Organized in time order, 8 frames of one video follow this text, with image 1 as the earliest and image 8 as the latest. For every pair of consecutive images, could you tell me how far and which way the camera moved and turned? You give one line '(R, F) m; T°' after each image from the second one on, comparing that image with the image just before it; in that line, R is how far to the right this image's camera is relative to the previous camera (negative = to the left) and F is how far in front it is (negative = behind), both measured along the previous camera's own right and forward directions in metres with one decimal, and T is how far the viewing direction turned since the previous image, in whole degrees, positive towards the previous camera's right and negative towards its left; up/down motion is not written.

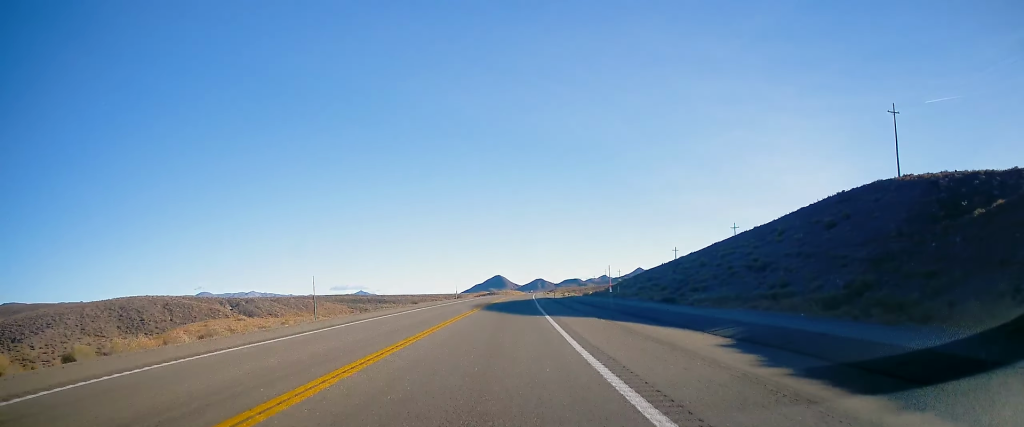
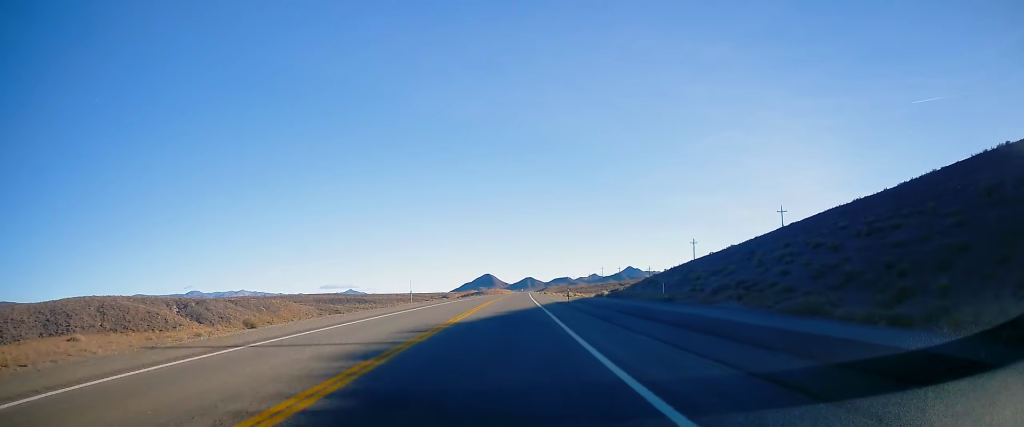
(+0.4, +30.2) m; +1°
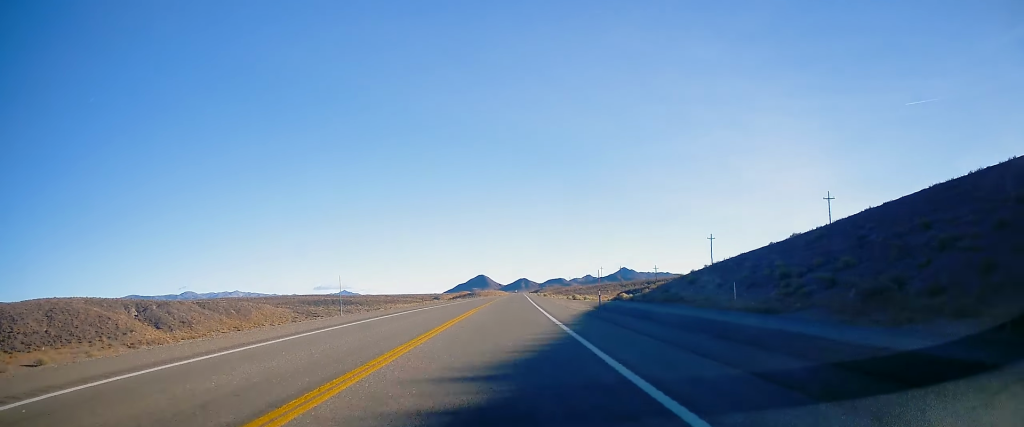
(-0.2, +19.8) m; +1°
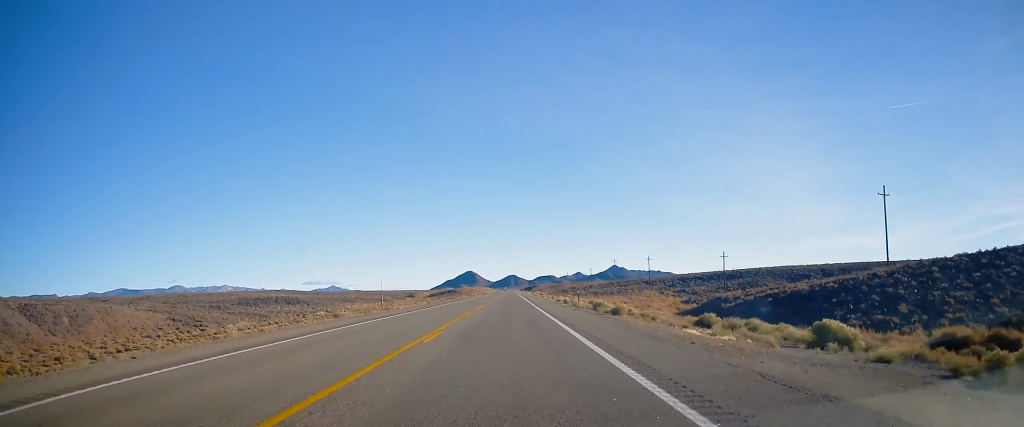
(+1.5, +78.9) m; +2°
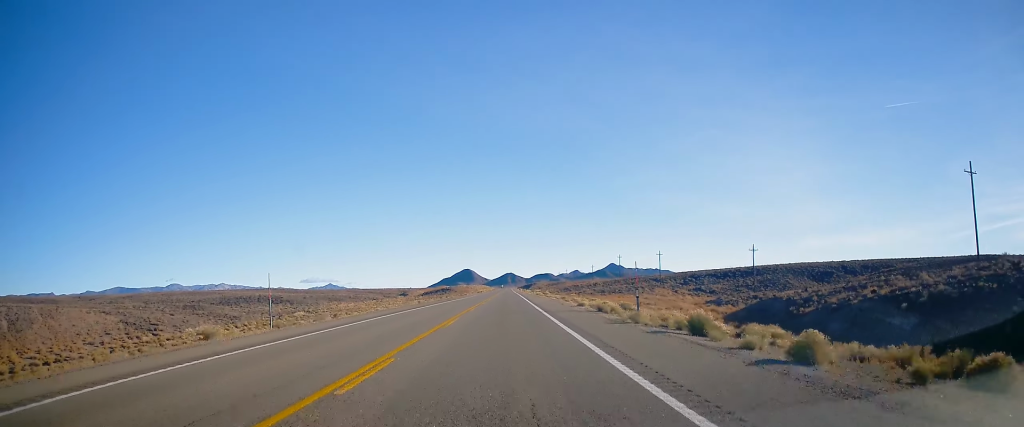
(+0.3, +18.7) m; 0°
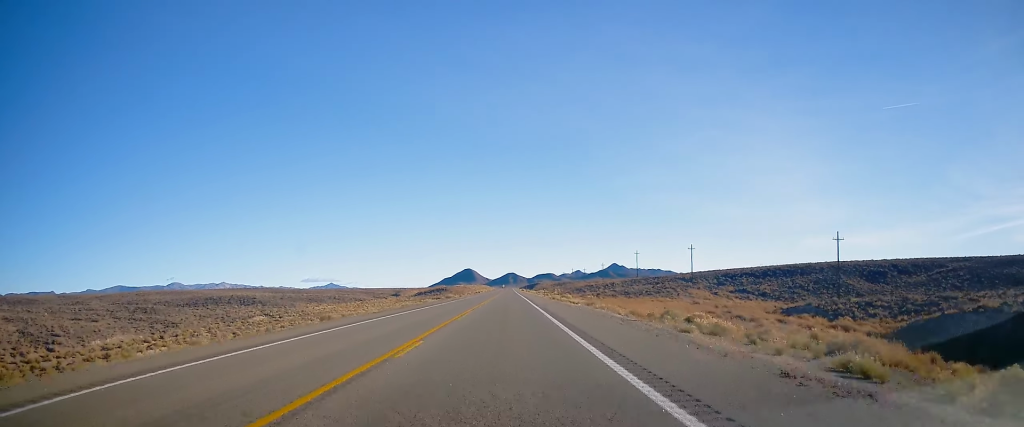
(+0.1, +32.8) m; 0°
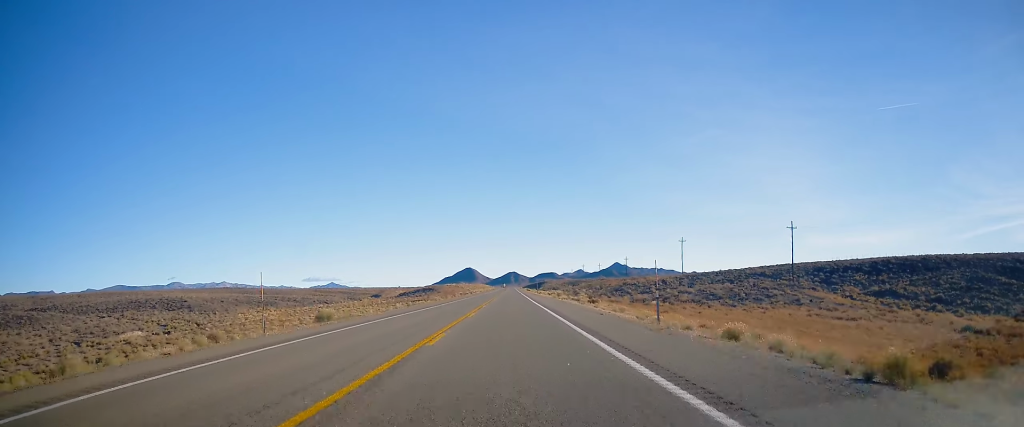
(-0.7, +59.1) m; 0°
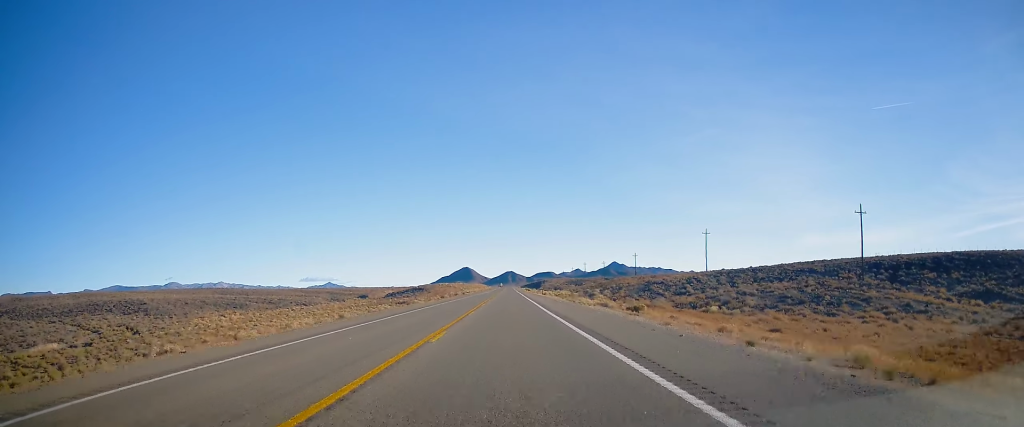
(+0.2, +23.2) m; 0°
